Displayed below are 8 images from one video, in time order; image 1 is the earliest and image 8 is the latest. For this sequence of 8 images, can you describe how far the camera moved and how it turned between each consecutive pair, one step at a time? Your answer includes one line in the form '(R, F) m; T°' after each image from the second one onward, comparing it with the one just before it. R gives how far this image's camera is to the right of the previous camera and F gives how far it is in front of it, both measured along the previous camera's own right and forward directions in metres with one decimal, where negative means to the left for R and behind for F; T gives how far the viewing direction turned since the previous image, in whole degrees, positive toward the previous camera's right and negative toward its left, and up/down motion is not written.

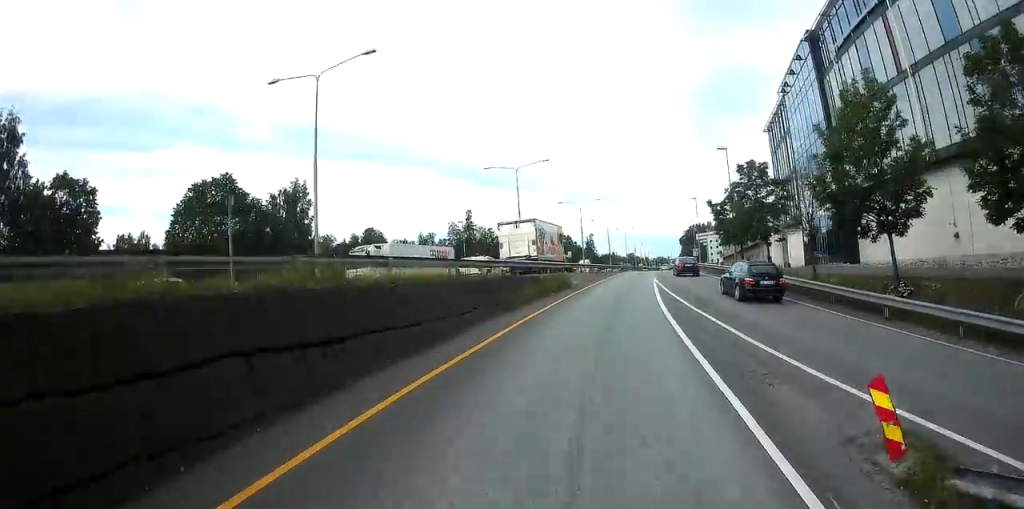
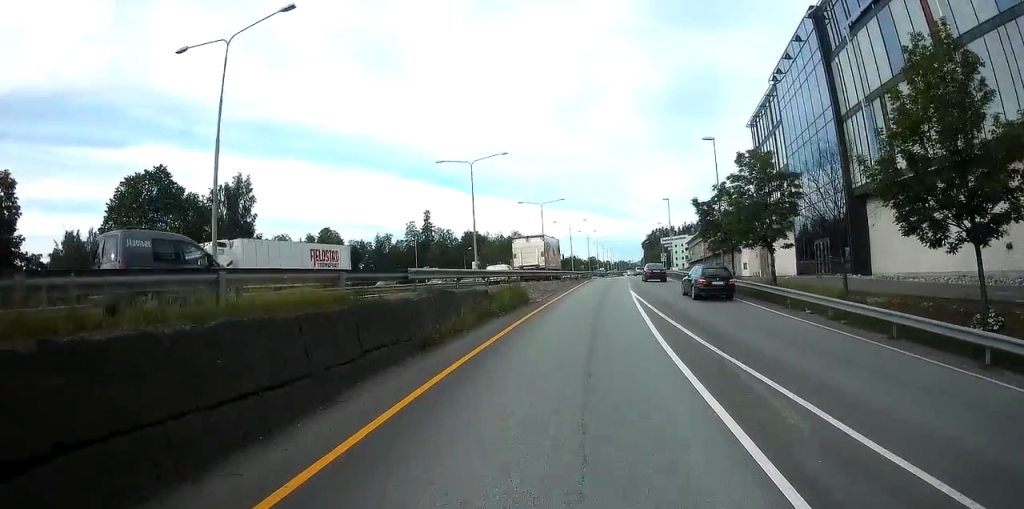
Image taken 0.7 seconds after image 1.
(+0.3, +6.7) m; +4°
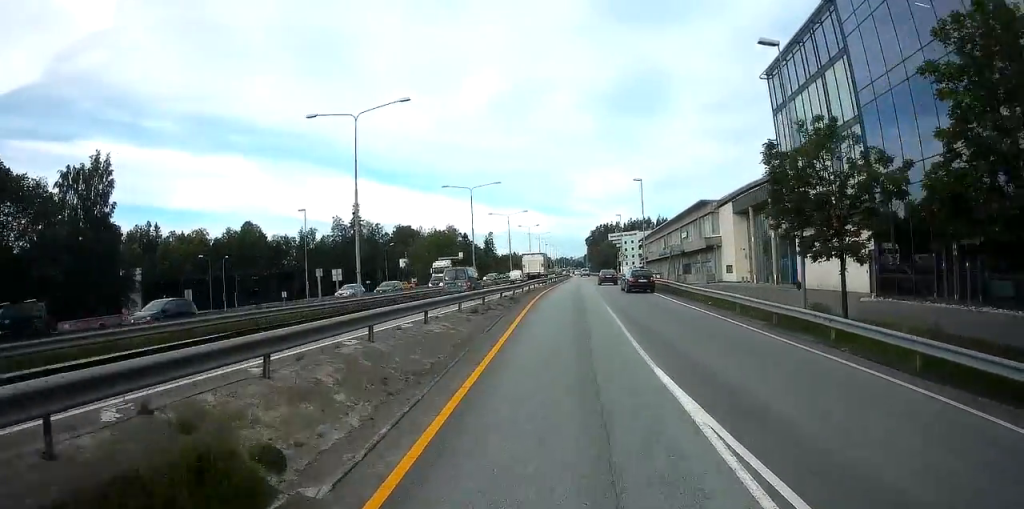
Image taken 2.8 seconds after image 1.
(+1.5, +20.6) m; +9°
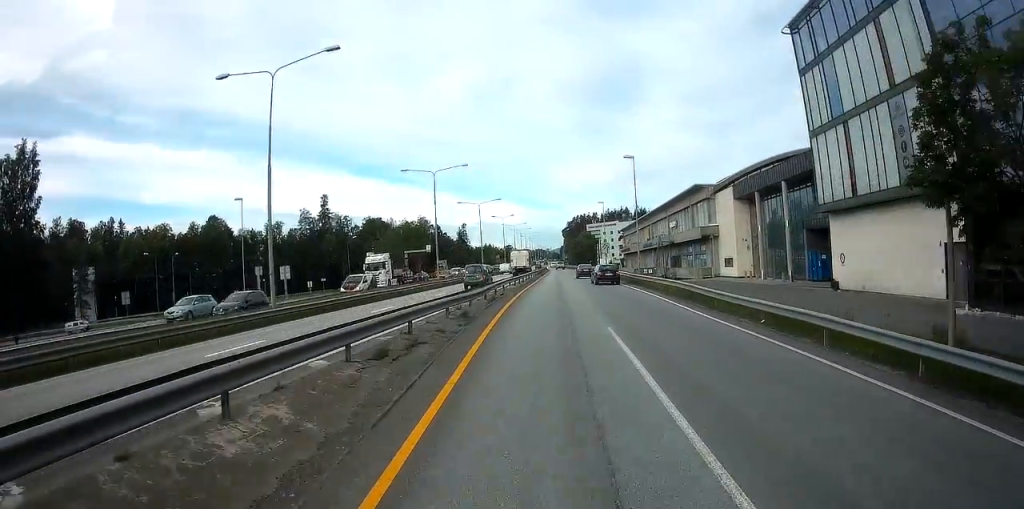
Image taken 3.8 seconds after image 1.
(+0.5, +9.0) m; +4°
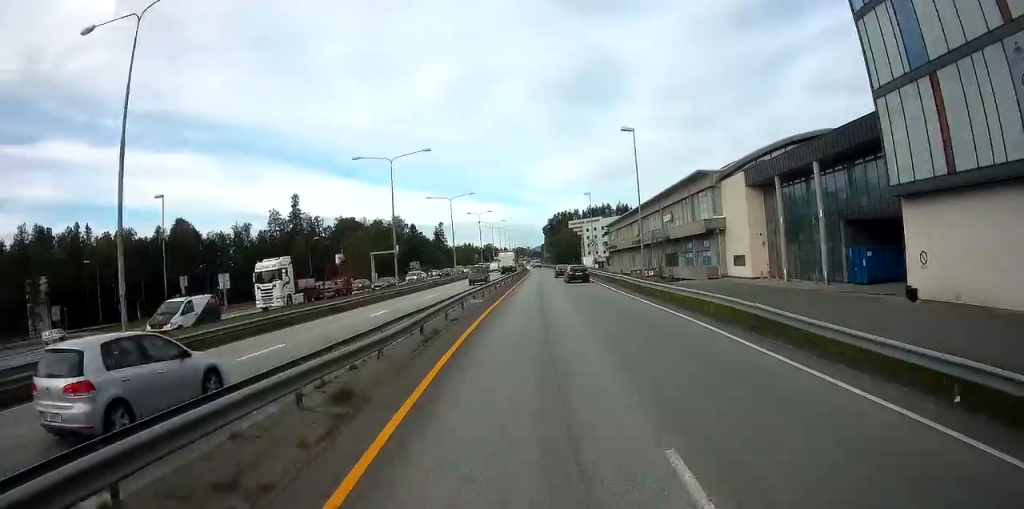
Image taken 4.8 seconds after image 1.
(+0.2, +9.5) m; 0°
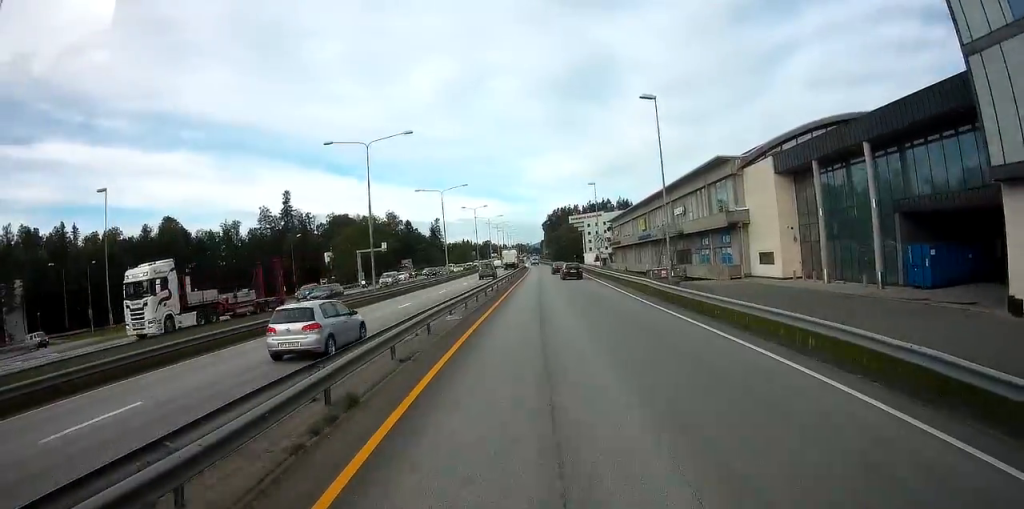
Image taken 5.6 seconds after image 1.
(-0.1, +6.9) m; -1°
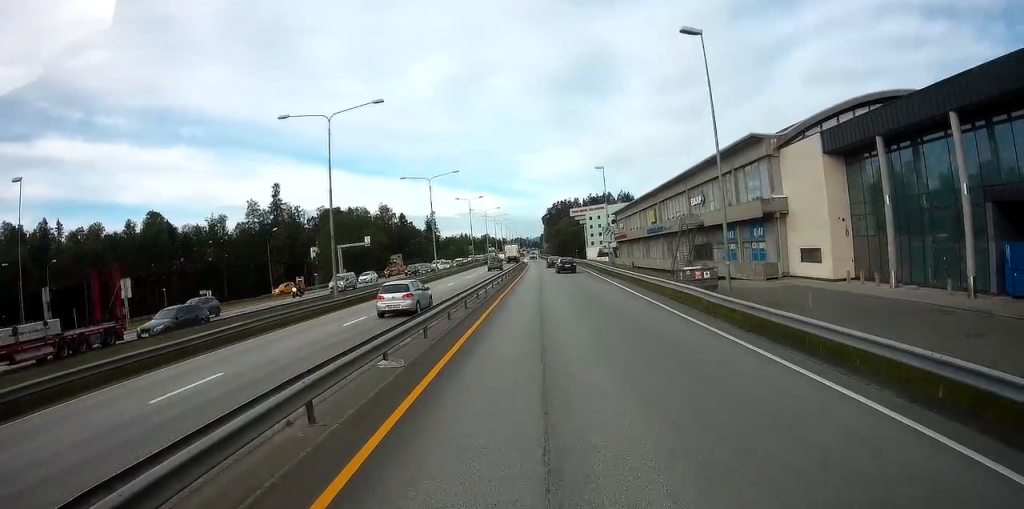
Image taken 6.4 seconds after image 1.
(-0.1, +8.5) m; -1°
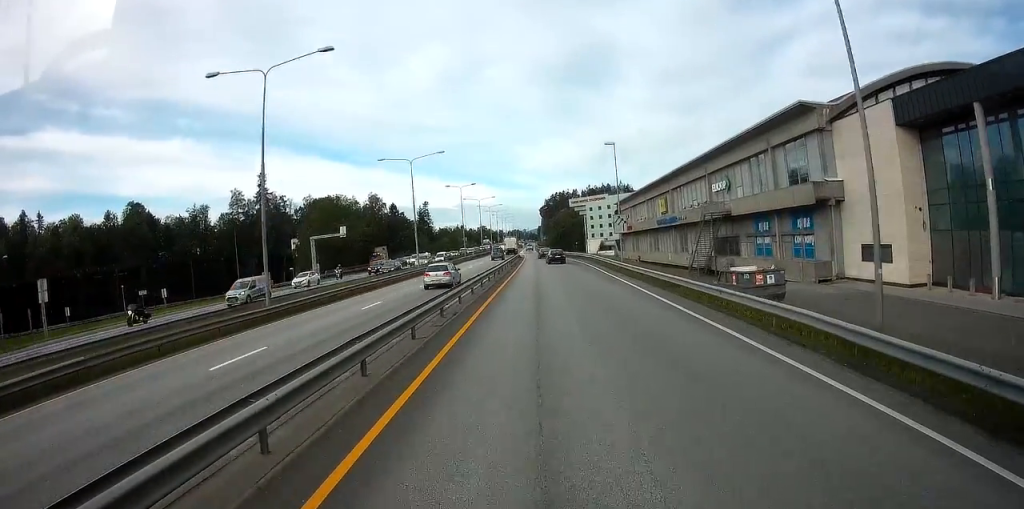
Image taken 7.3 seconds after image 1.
(0.0, +9.1) m; +1°
